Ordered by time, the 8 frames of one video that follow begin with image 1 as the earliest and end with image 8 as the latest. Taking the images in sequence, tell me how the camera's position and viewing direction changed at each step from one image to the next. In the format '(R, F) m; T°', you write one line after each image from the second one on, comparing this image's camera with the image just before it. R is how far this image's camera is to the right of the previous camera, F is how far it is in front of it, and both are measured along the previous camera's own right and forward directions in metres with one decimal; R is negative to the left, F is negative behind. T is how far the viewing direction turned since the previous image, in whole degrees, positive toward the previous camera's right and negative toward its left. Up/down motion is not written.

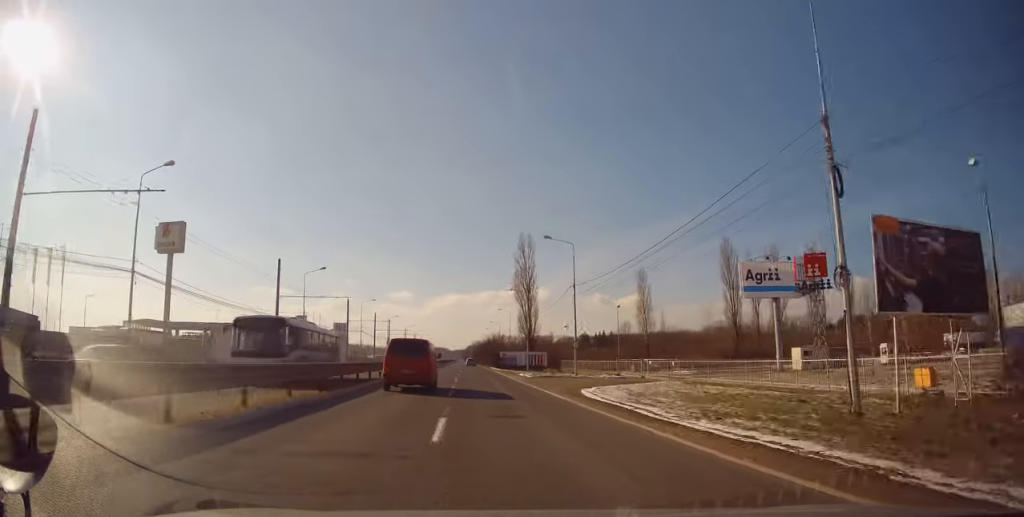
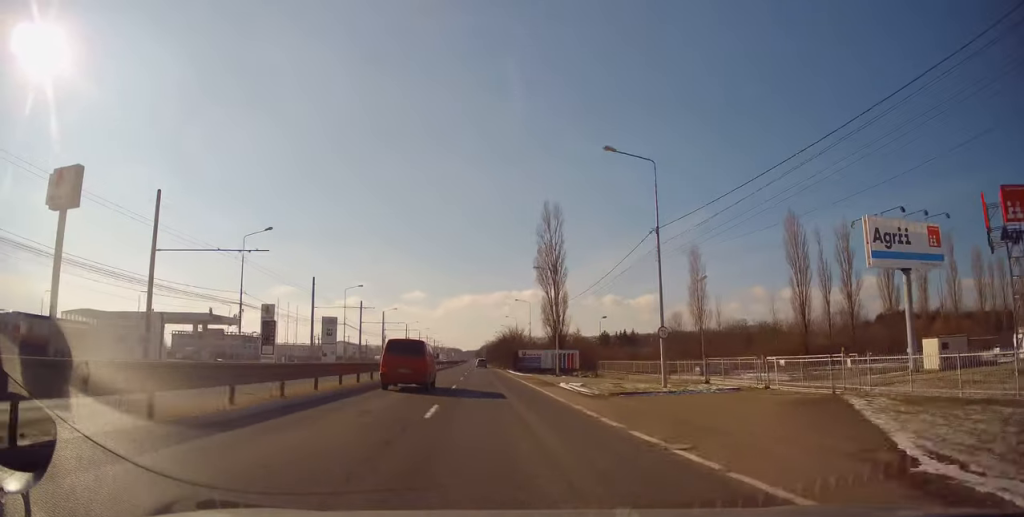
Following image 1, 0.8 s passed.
(-0.4, +20.4) m; -1°
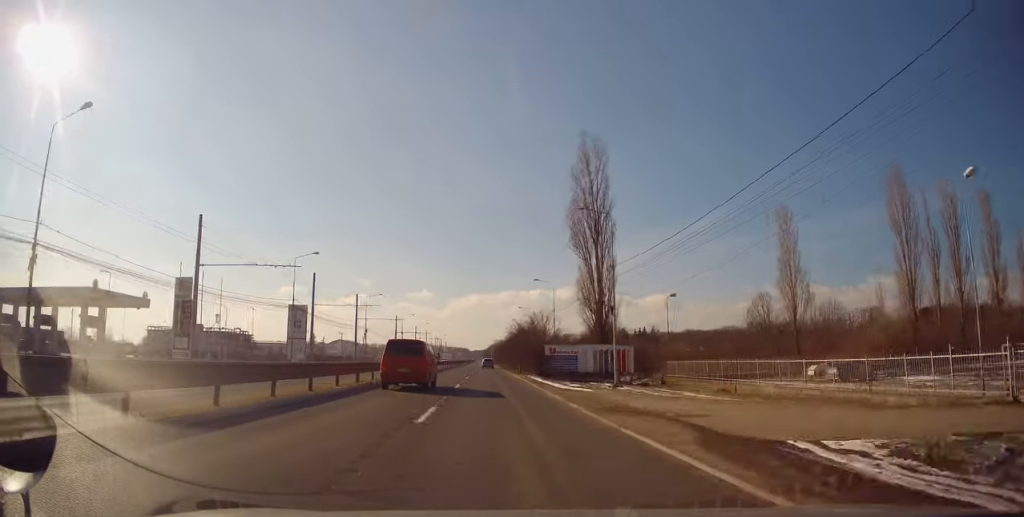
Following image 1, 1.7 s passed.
(-0.4, +24.3) m; -1°
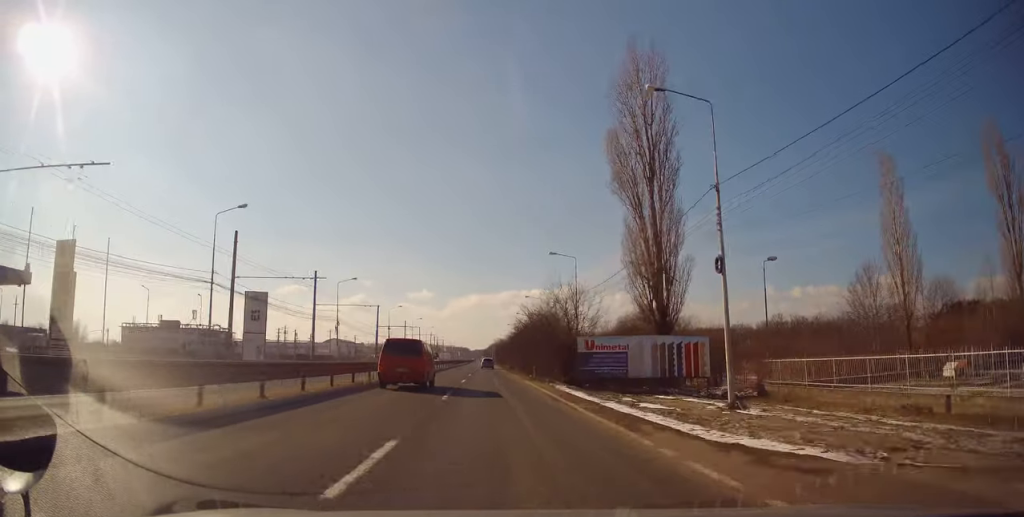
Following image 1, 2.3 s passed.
(0.0, +17.4) m; -1°
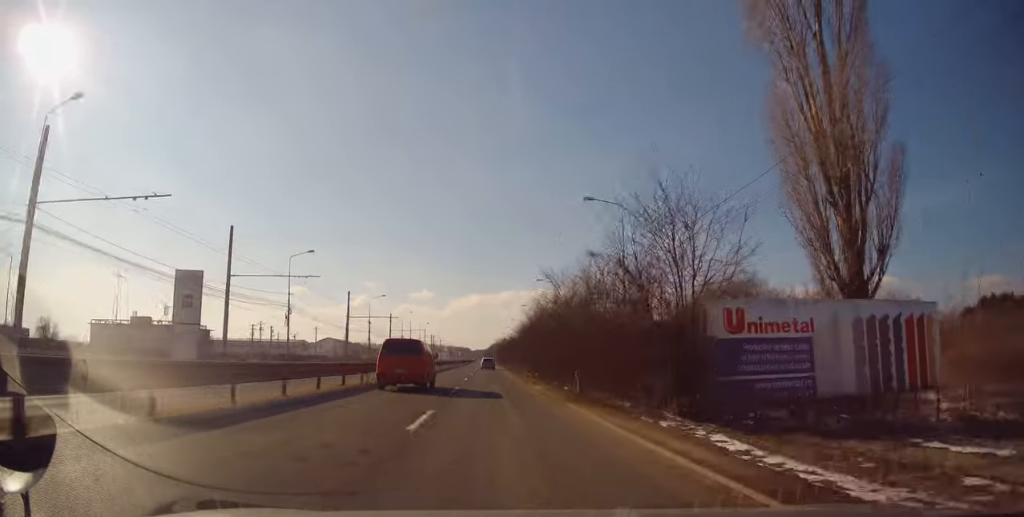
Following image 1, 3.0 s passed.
(-0.3, +18.6) m; 0°
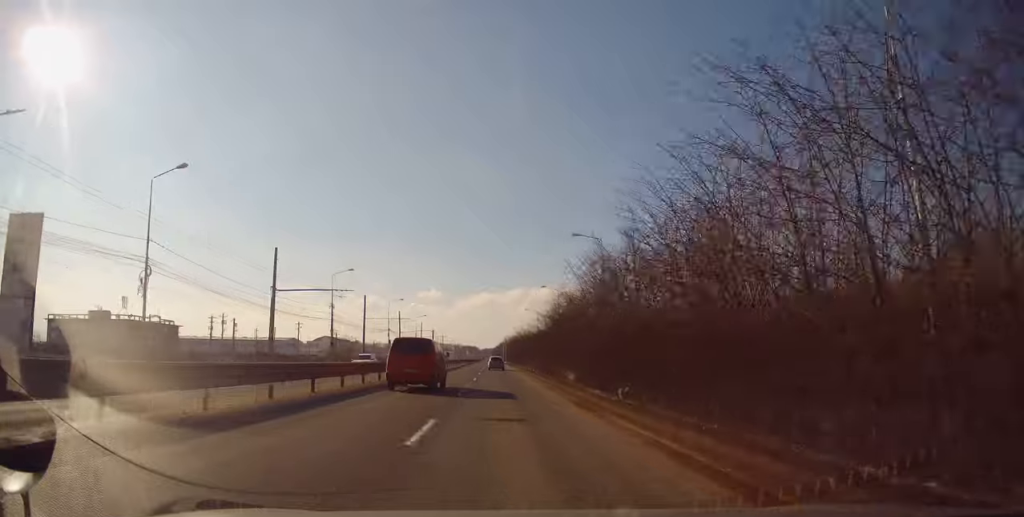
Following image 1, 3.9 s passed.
(0.0, +25.4) m; 0°
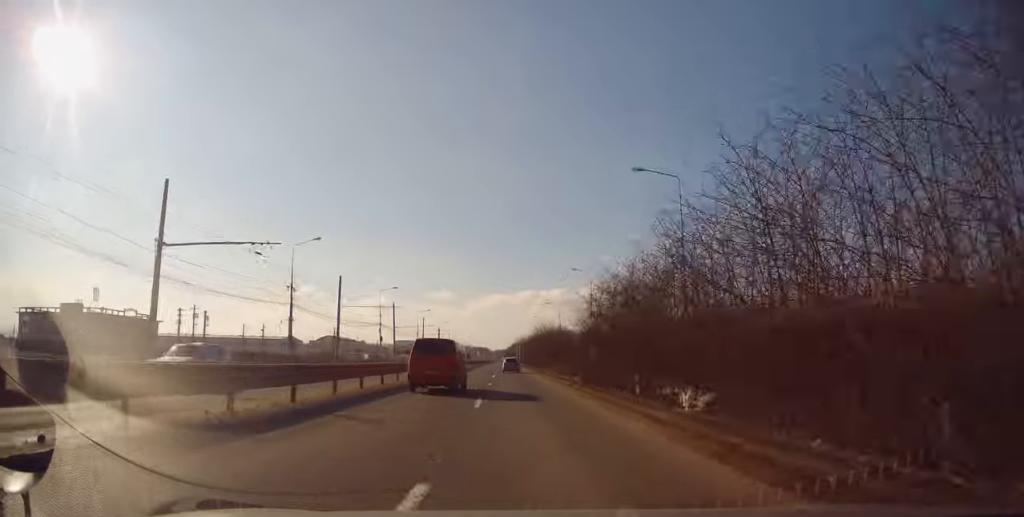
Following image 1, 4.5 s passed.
(0.0, +17.0) m; 0°
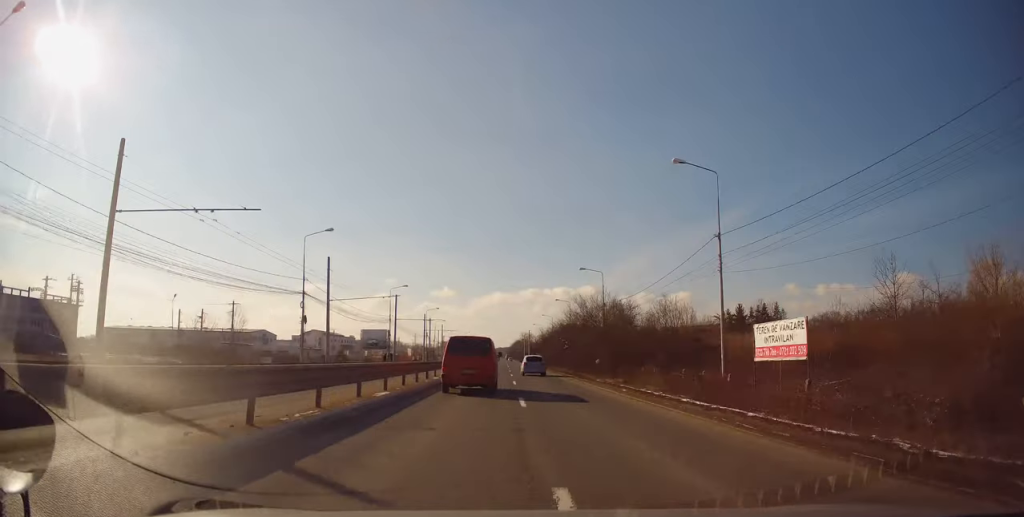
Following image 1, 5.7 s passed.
(-0.4, +35.2) m; -1°
